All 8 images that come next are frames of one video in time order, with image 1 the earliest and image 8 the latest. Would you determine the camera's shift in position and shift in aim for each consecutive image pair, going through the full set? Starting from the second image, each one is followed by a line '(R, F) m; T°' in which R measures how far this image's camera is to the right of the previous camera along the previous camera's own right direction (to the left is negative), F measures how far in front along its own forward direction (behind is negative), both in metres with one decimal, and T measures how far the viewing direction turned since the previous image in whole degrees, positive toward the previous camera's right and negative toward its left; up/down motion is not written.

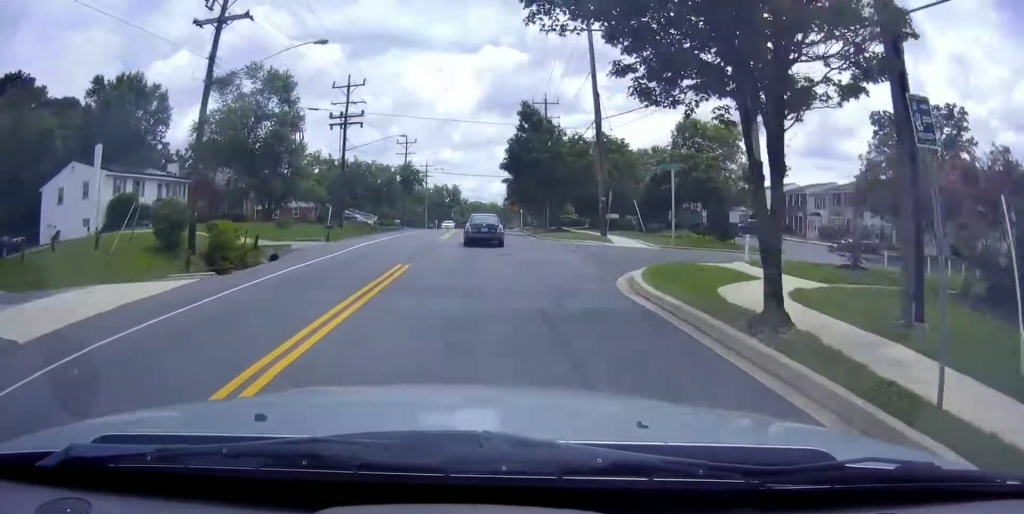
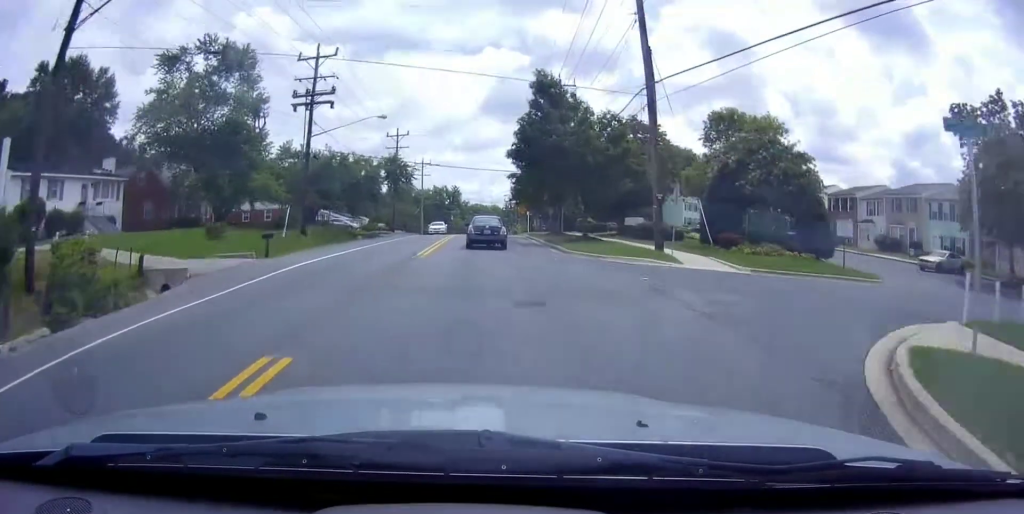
(0.0, +10.6) m; +1°
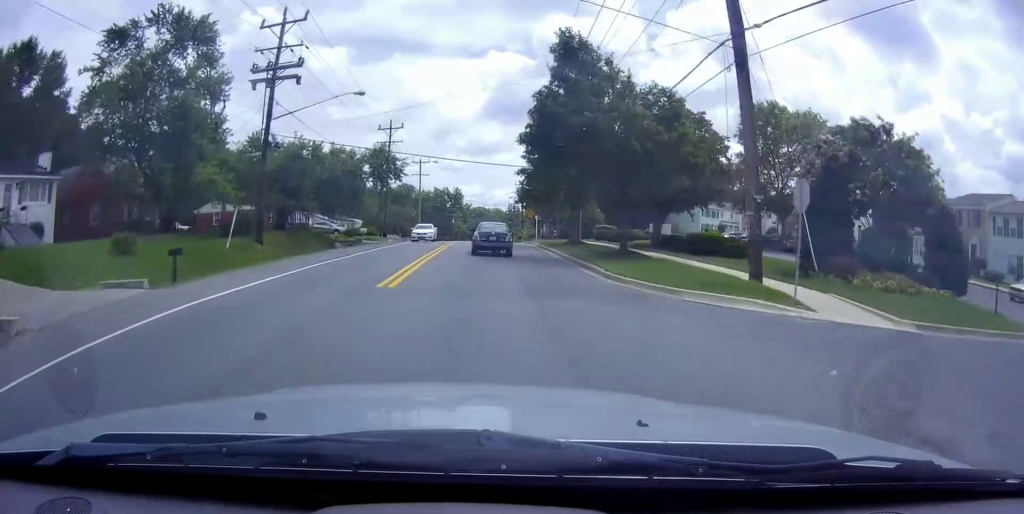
(0.0, +8.4) m; +1°
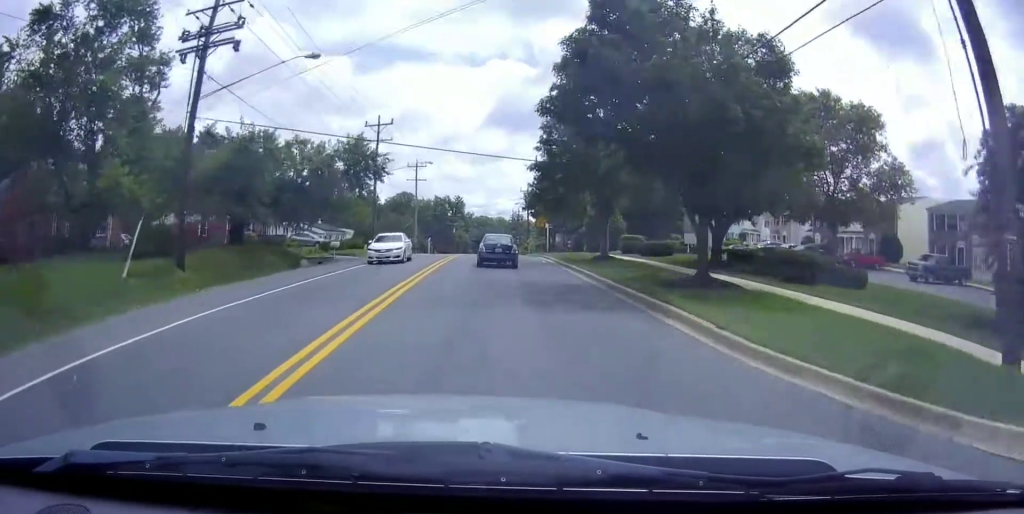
(+0.3, +9.1) m; 0°
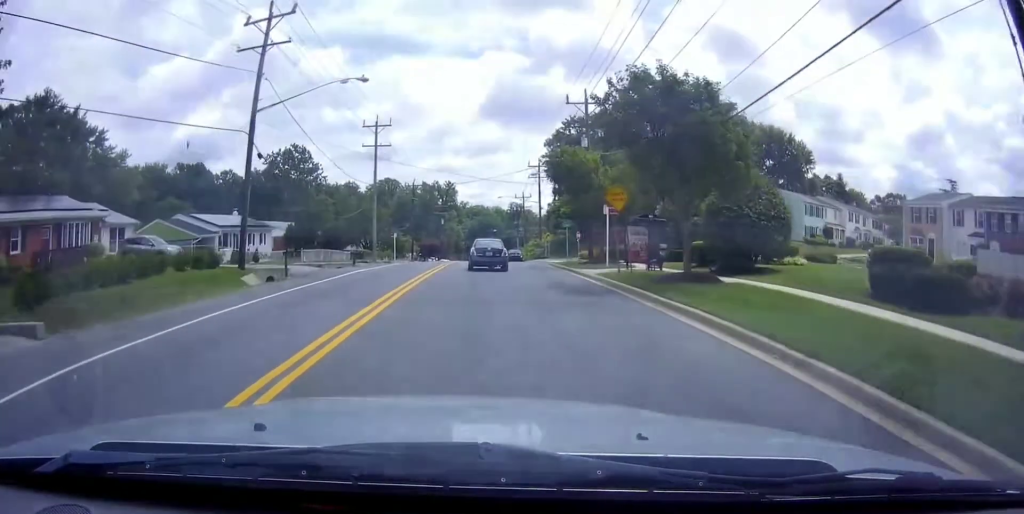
(-0.3, +31.2) m; -1°
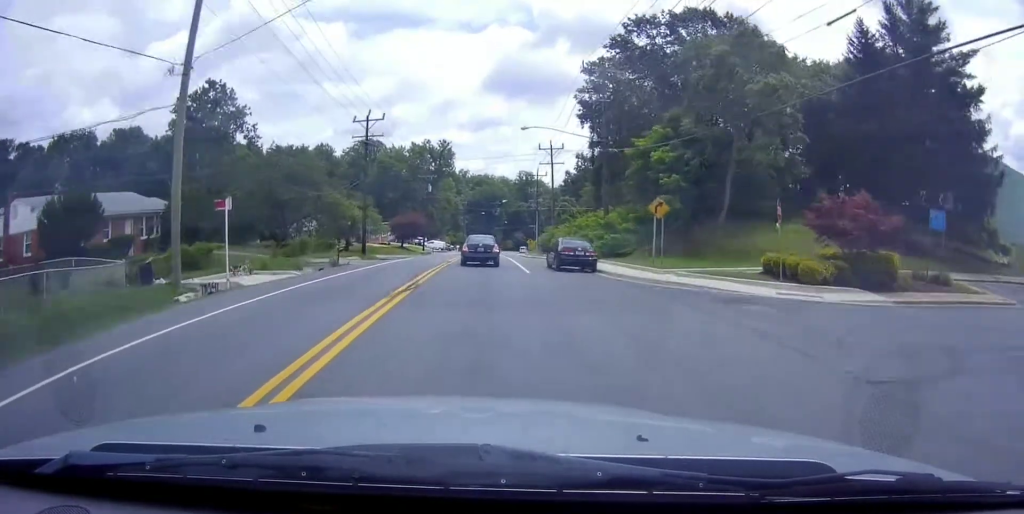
(-0.8, +41.2) m; -2°
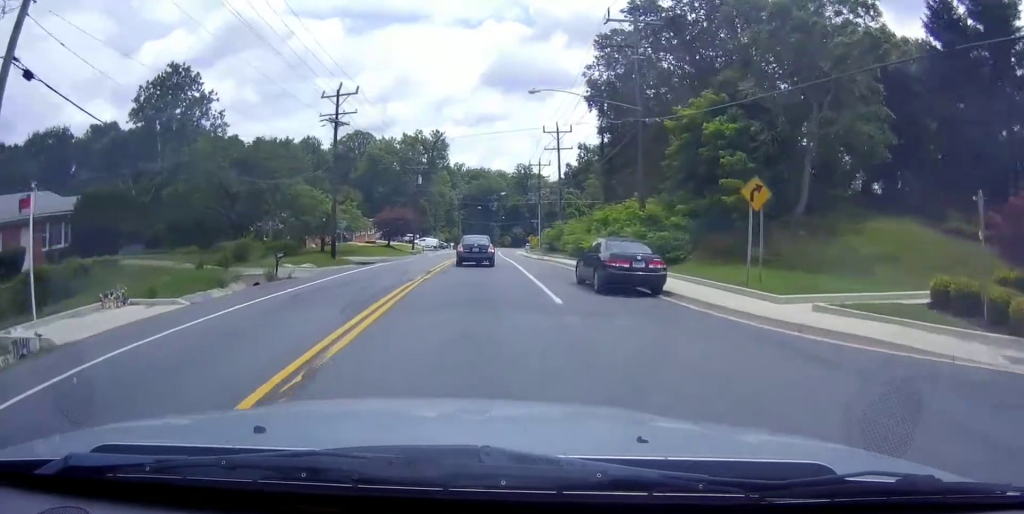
(+0.1, +10.1) m; +1°
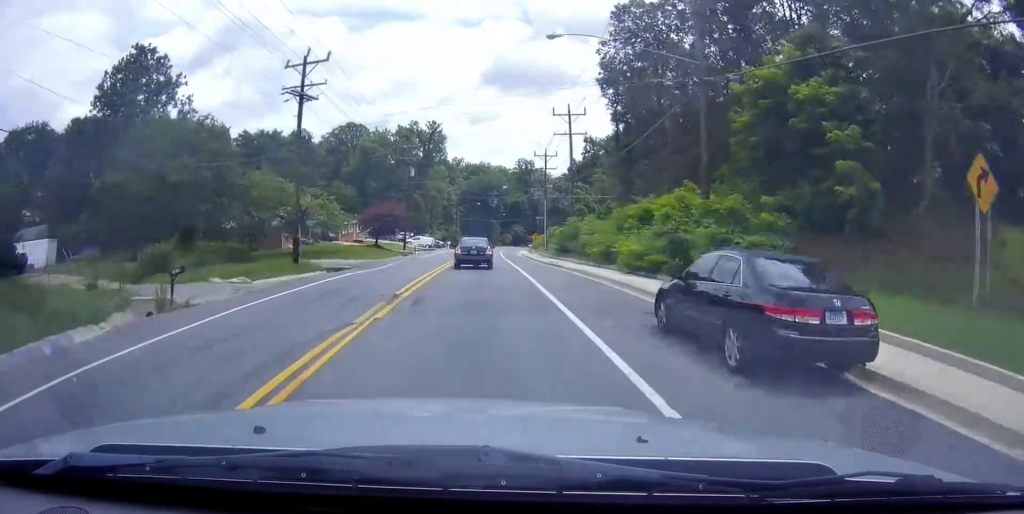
(0.0, +8.8) m; +1°
